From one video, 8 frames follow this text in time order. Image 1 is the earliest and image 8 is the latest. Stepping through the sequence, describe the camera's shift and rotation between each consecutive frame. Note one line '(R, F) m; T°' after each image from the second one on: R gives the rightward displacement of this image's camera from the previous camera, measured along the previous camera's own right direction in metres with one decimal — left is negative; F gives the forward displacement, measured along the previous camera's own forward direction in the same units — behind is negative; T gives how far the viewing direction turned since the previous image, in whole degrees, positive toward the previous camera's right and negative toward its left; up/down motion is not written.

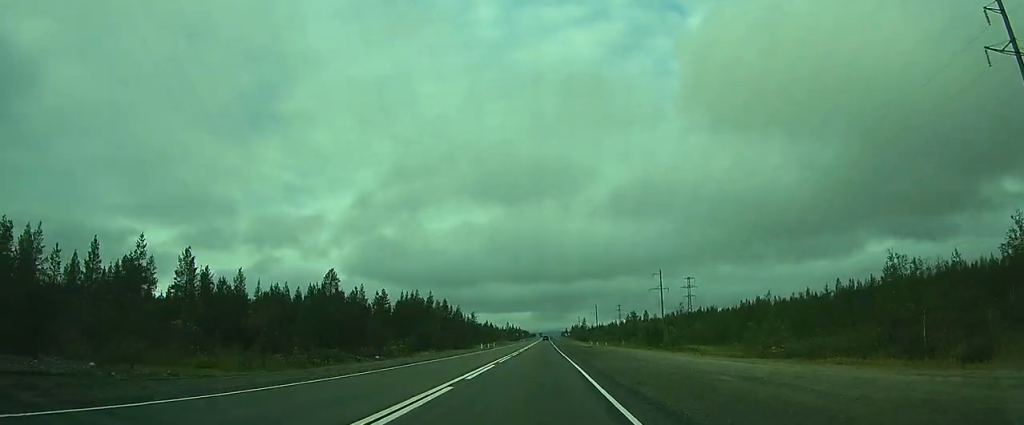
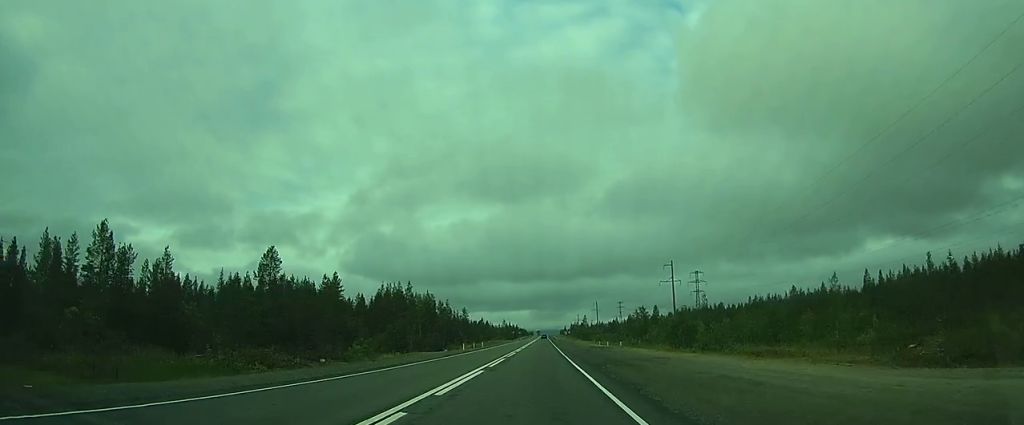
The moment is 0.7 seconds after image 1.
(-0.1, +16.0) m; -1°
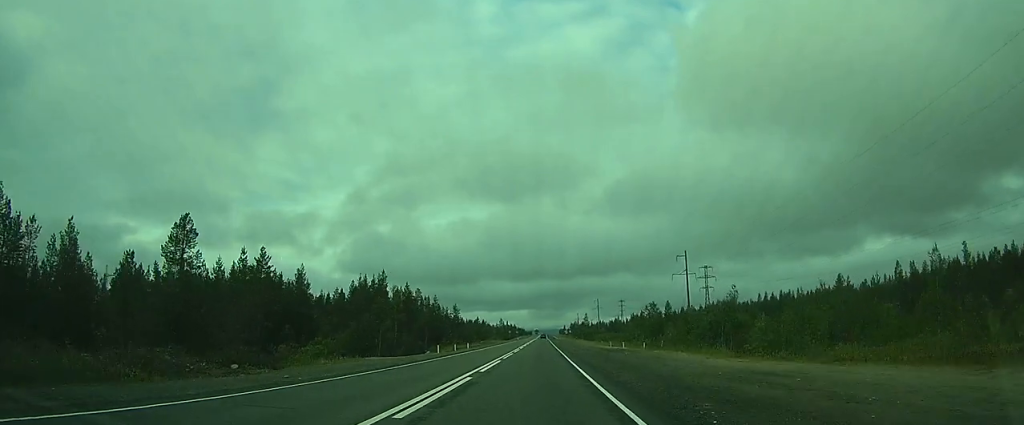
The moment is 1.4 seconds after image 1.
(0.0, +14.7) m; -1°
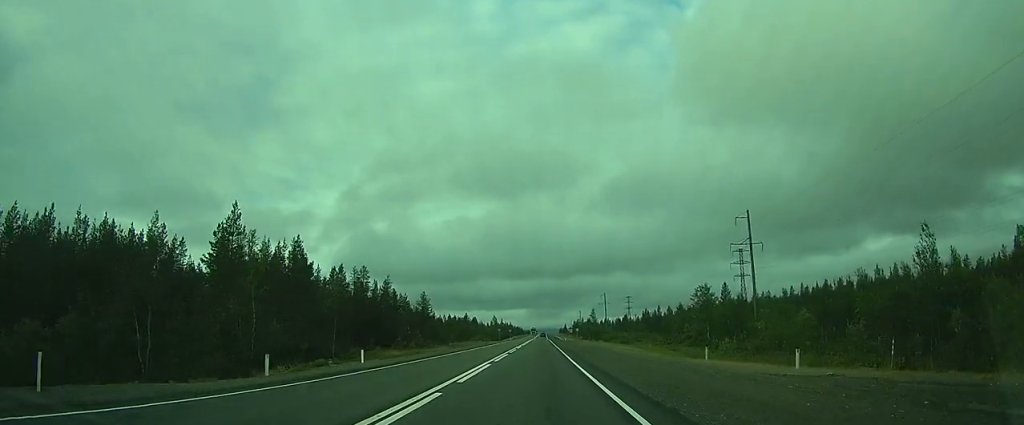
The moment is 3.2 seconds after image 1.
(-0.7, +40.0) m; -1°
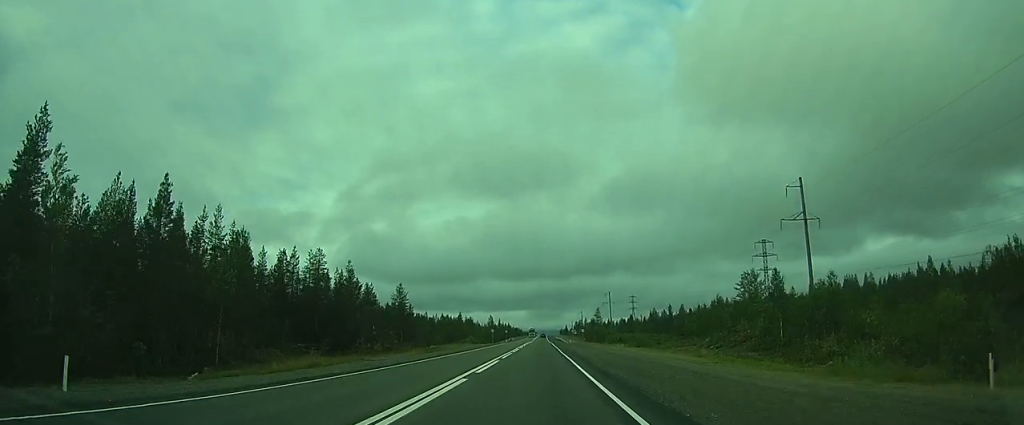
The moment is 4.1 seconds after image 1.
(0.0, +18.6) m; 0°
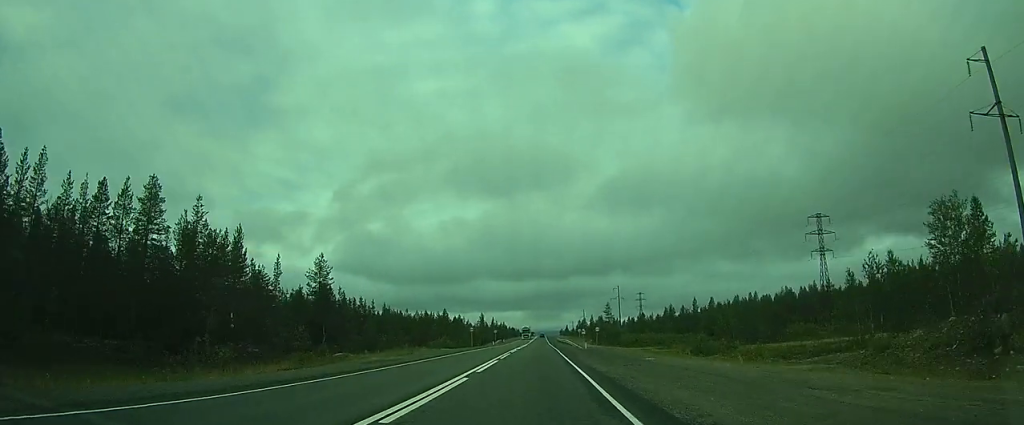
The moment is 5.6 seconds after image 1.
(0.0, +32.0) m; 0°
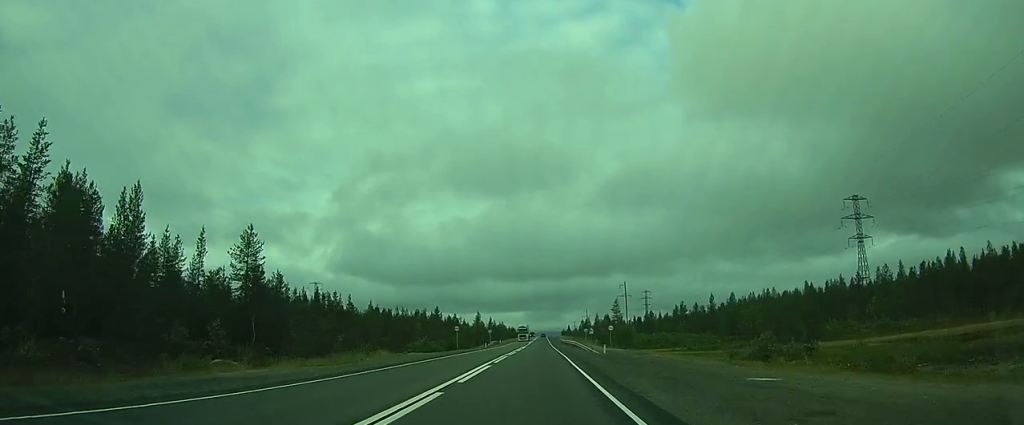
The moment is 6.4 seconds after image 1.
(0.0, +15.2) m; 0°
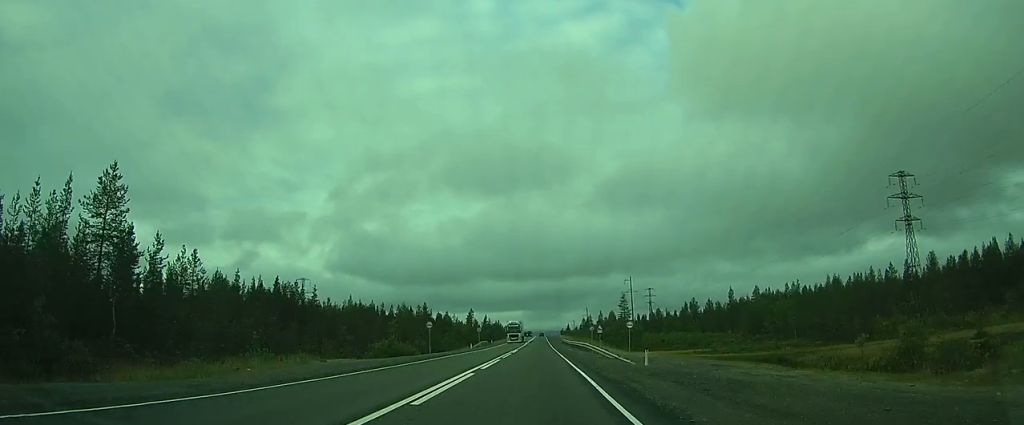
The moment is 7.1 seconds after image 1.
(0.0, +17.4) m; 0°
